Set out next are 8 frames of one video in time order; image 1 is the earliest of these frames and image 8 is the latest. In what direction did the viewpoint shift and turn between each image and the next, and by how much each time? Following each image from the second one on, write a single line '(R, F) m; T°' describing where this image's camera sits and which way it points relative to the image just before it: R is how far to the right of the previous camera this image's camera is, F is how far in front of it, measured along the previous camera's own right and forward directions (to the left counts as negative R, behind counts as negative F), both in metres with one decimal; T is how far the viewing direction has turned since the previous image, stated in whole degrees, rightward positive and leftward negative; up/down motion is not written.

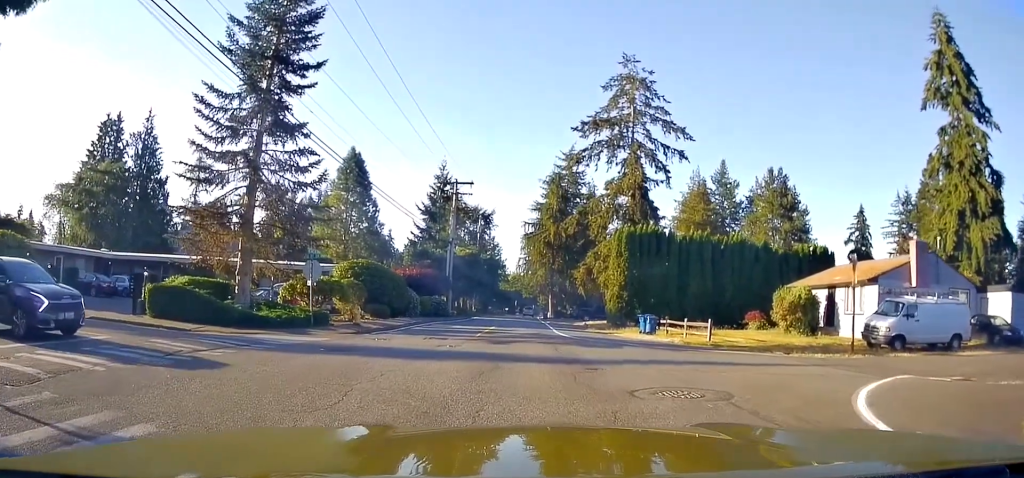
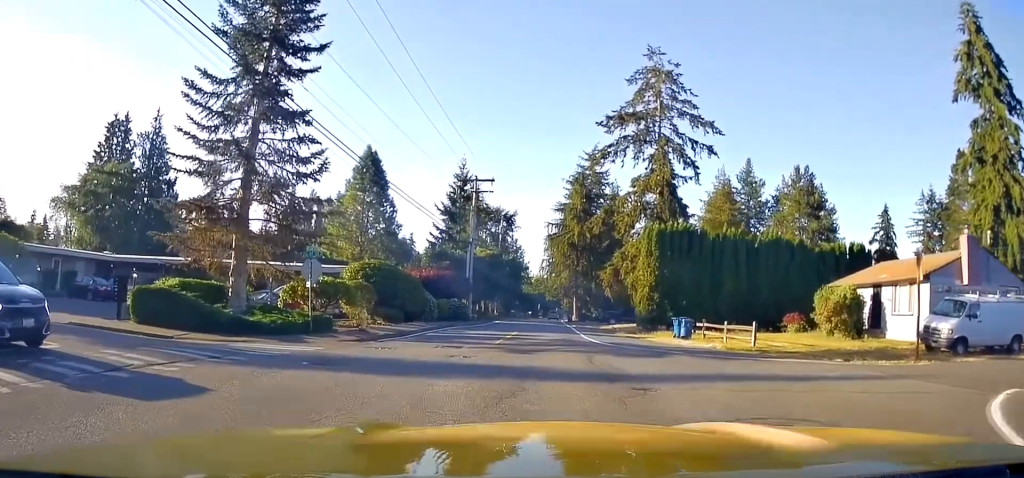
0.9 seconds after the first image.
(-0.1, +1.7) m; -10°
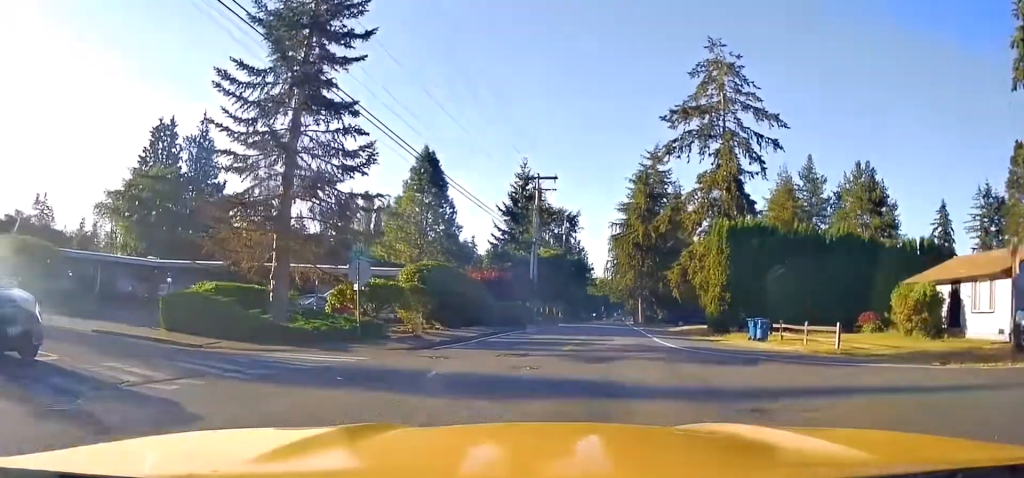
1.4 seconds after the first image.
(-0.1, +1.5) m; -4°
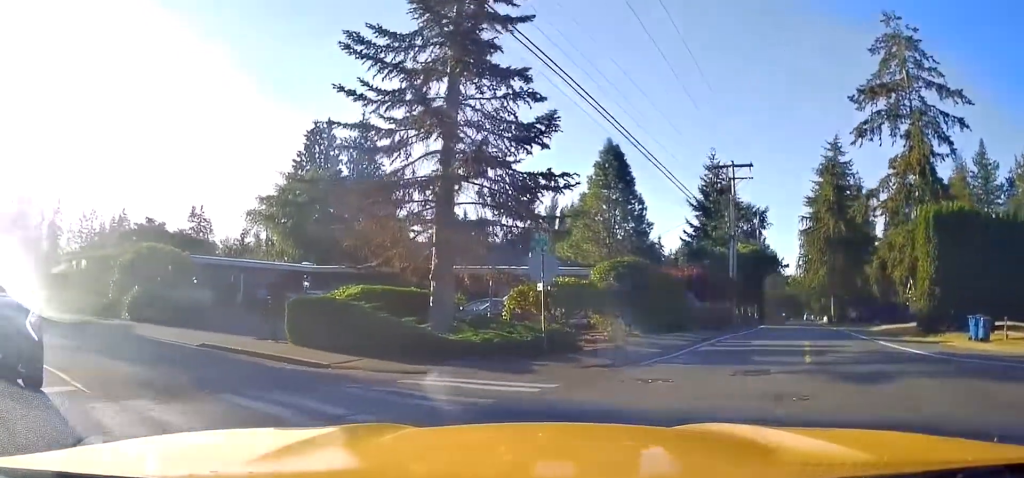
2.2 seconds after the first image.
(-0.2, +3.0) m; -12°
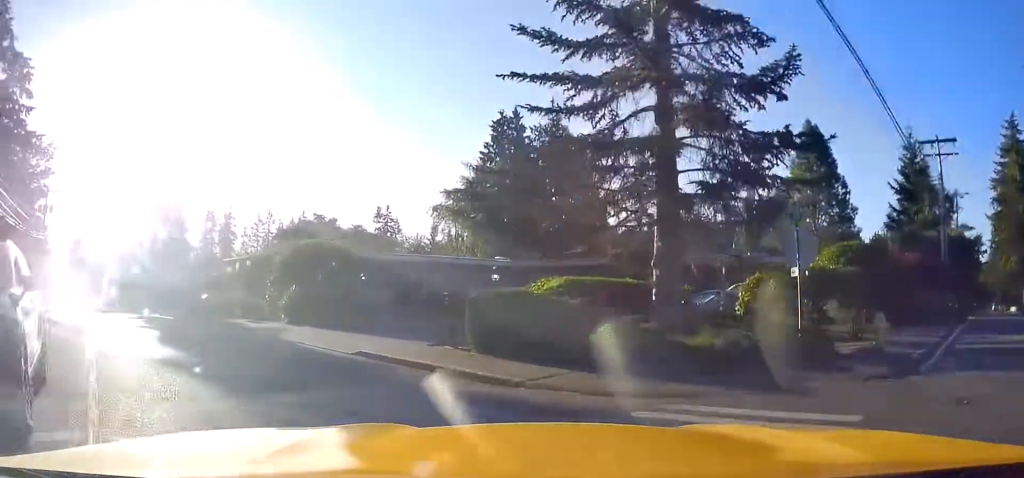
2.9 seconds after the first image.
(+0.2, +2.5) m; -13°
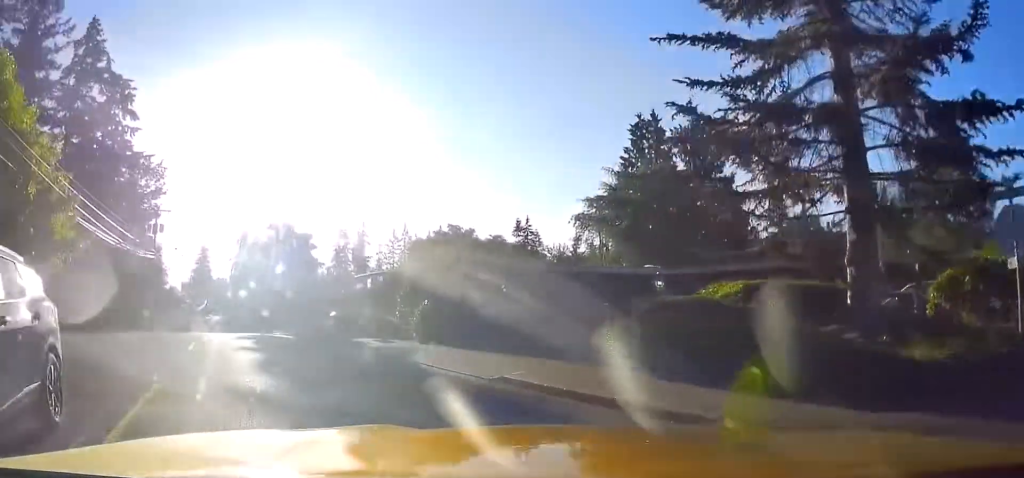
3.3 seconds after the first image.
(-0.5, +2.1) m; -10°
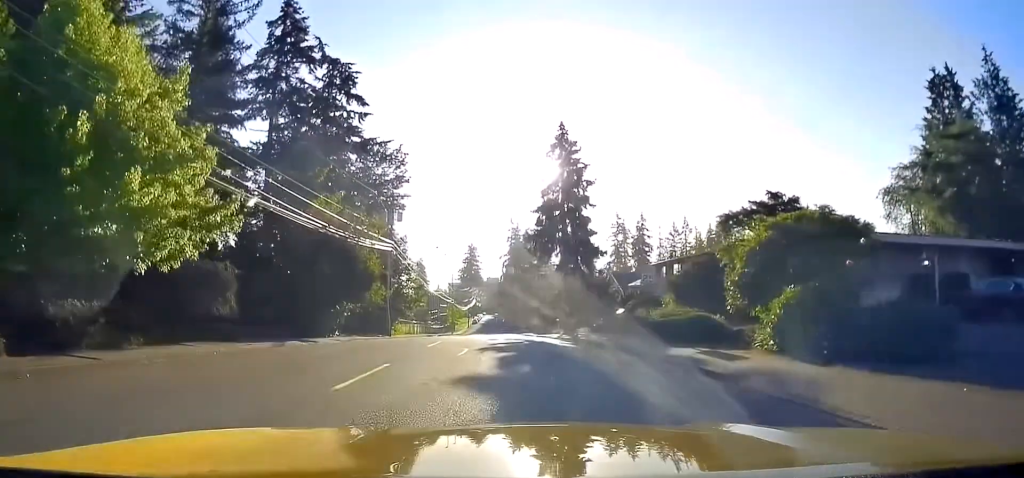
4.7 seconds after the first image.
(-1.9, +7.1) m; -23°
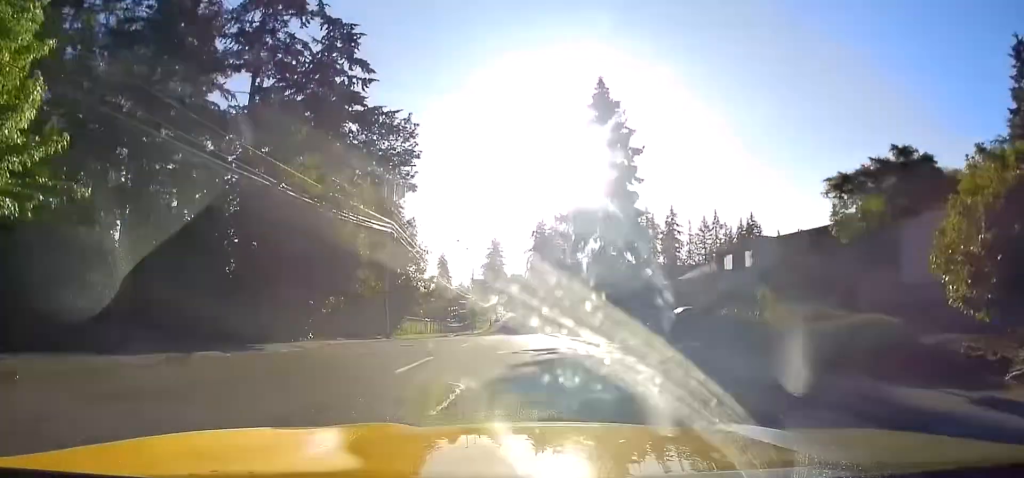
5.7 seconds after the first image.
(-0.6, +7.2) m; -12°
